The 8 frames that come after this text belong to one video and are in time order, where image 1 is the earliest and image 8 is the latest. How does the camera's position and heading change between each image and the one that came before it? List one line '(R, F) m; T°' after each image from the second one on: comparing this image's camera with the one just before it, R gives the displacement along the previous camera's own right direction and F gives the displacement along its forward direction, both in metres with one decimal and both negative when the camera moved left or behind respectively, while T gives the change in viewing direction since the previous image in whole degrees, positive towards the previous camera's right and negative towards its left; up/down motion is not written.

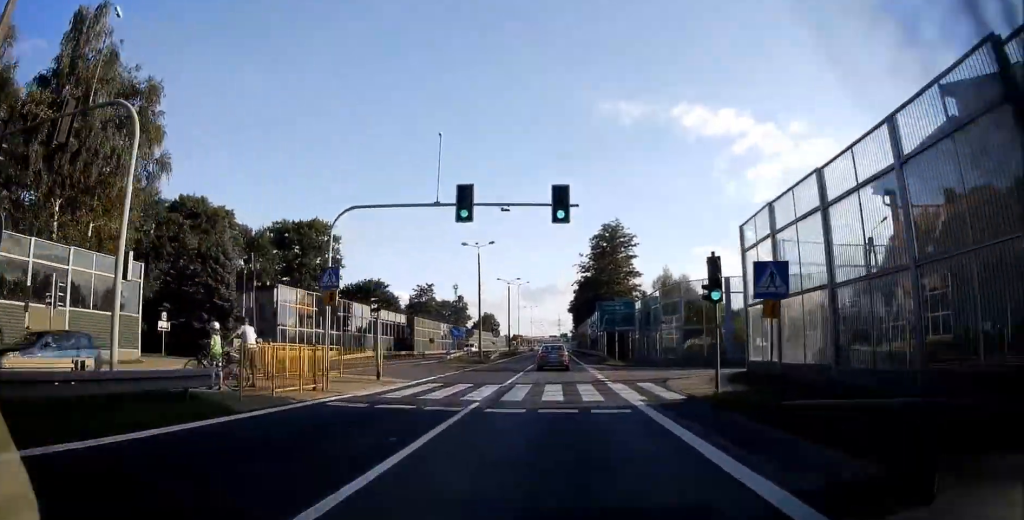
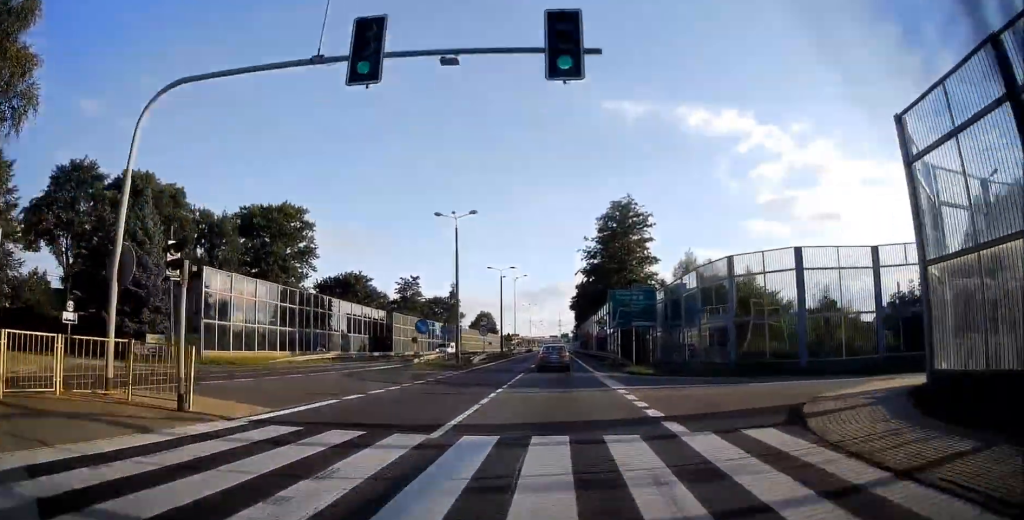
(0.0, +12.1) m; 0°
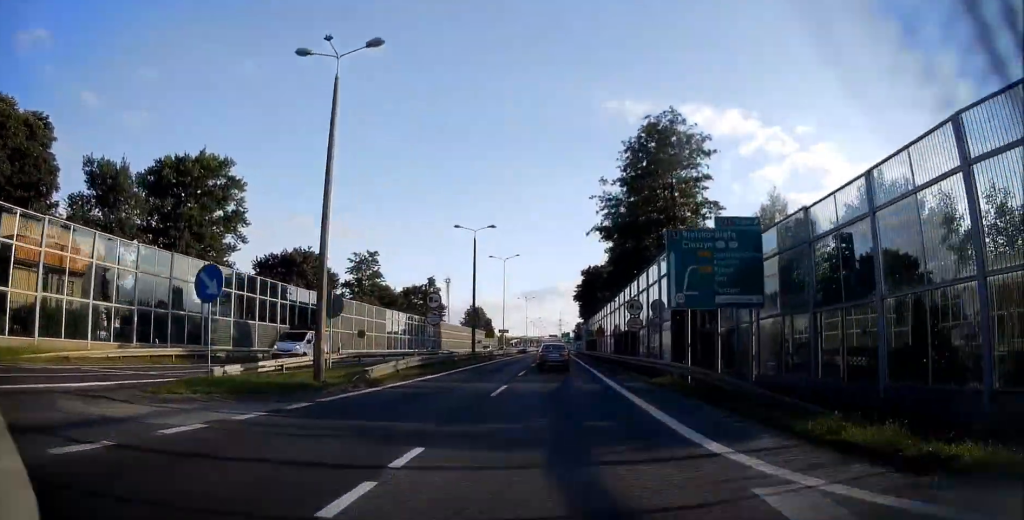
(+0.1, +23.4) m; 0°
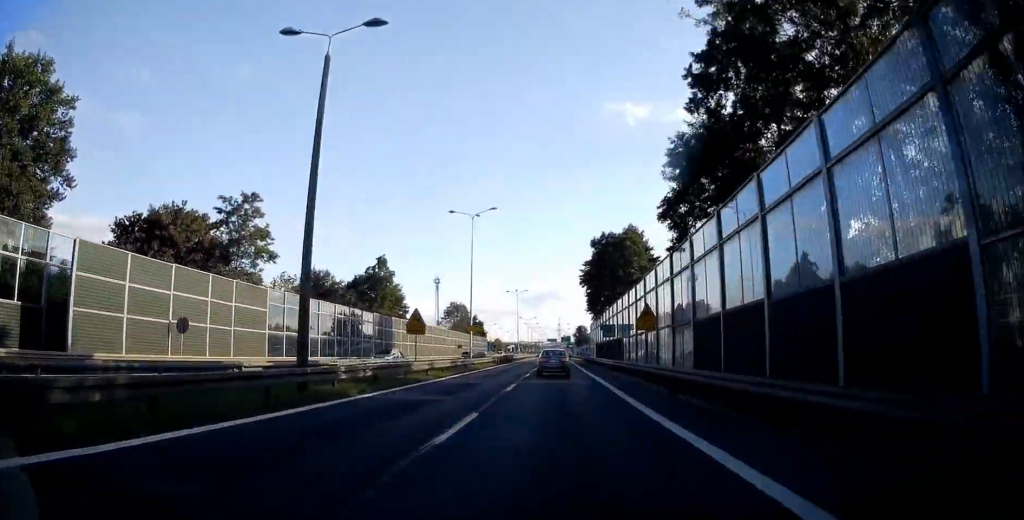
(-0.1, +30.8) m; 0°
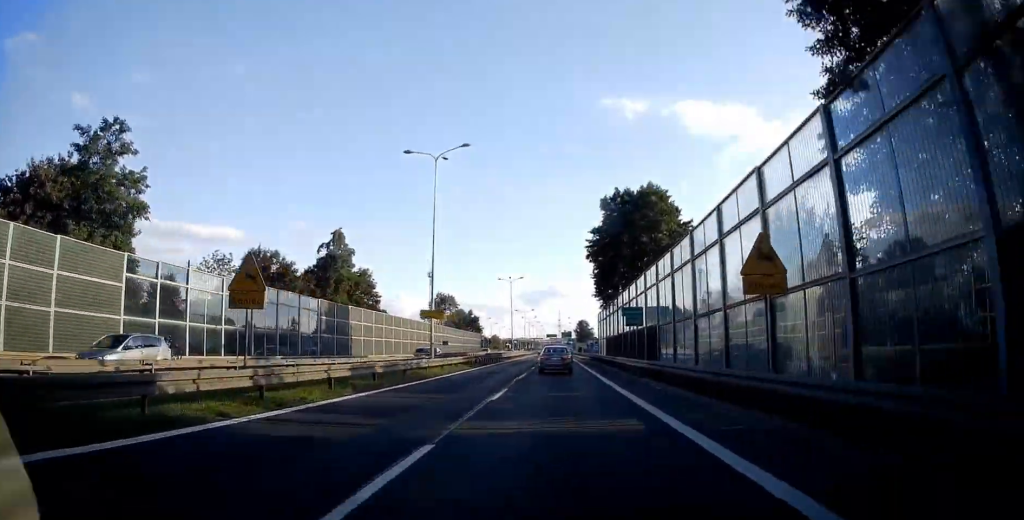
(+0.1, +16.1) m; 0°
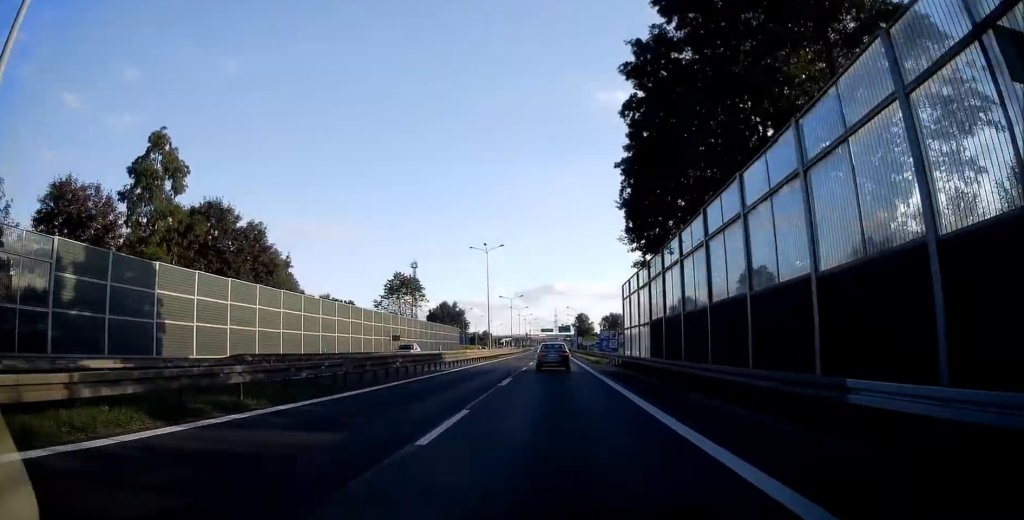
(0.0, +31.0) m; 0°
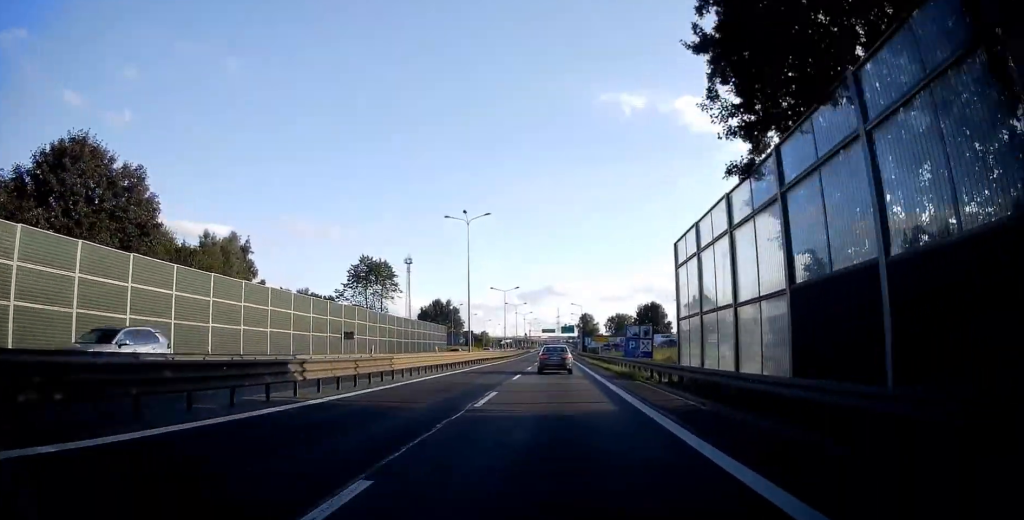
(0.0, +18.8) m; 0°
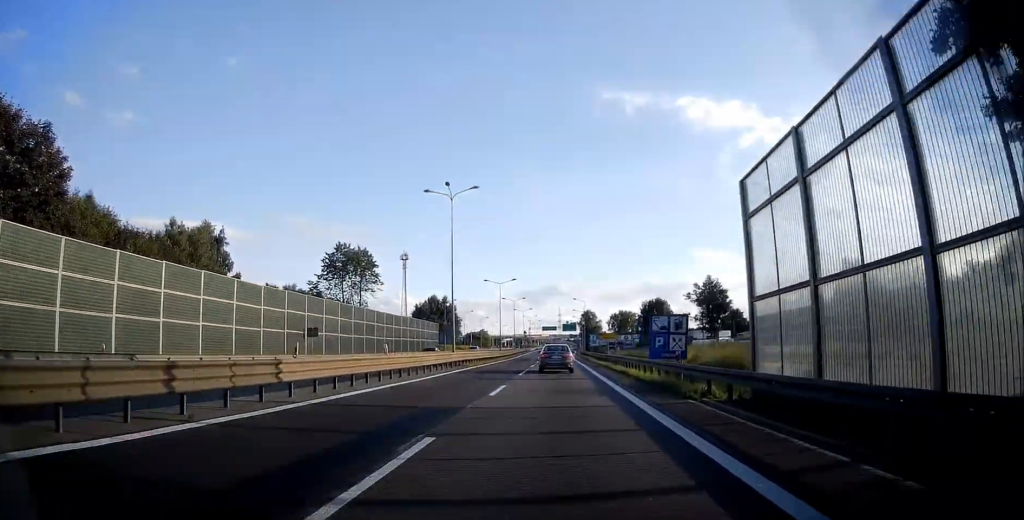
(0.0, +9.3) m; 0°
